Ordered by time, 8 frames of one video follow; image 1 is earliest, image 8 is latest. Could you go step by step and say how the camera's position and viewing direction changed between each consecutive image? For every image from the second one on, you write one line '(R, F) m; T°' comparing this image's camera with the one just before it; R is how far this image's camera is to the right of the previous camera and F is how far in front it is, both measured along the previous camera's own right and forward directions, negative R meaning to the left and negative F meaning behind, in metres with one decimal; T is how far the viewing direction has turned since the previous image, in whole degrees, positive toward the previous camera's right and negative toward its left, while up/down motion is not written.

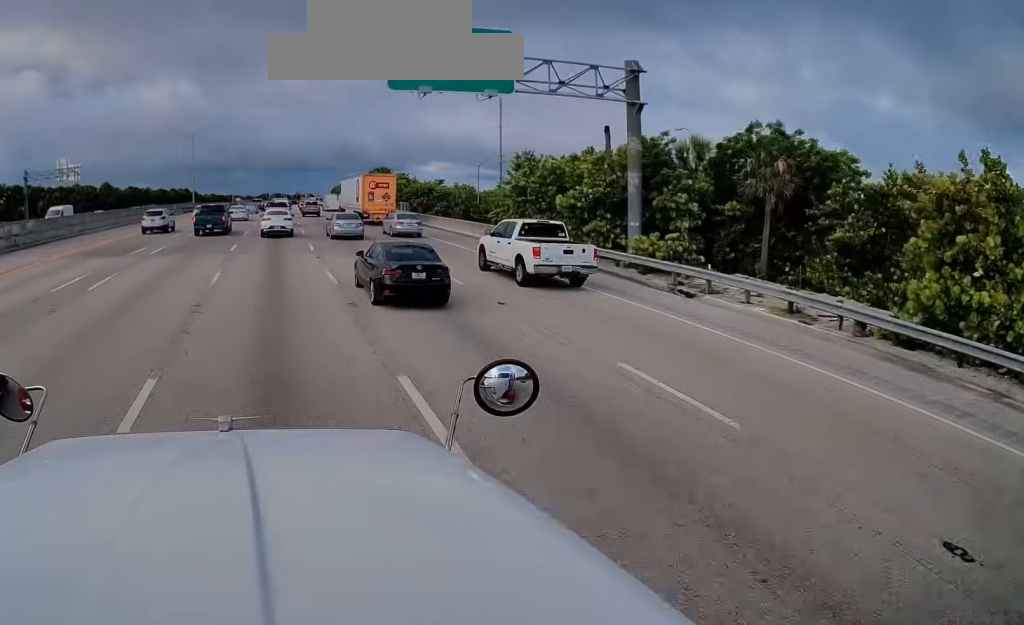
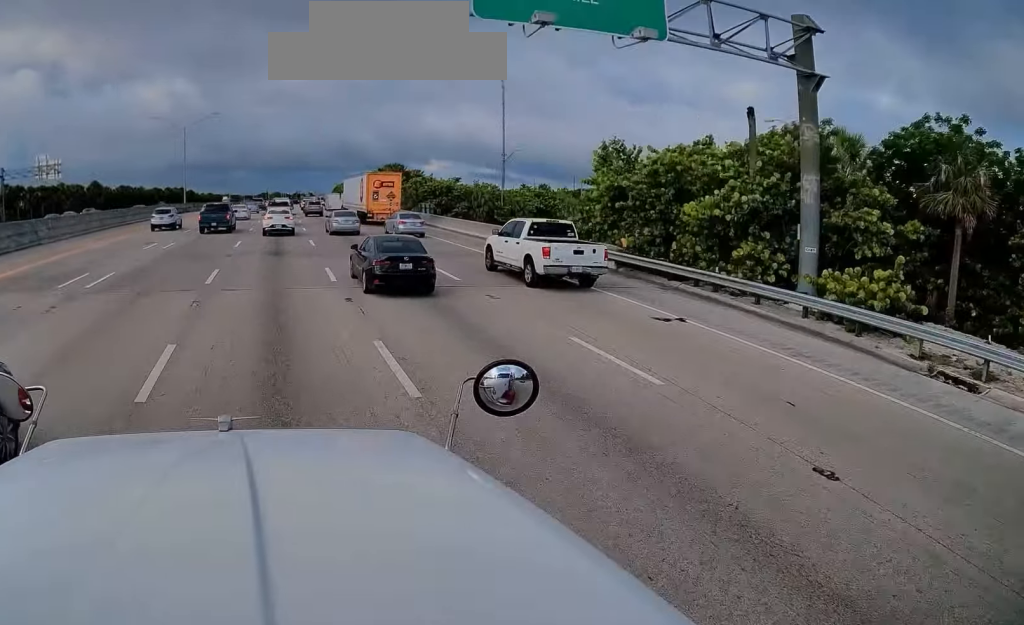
(0.0, +10.2) m; +1°
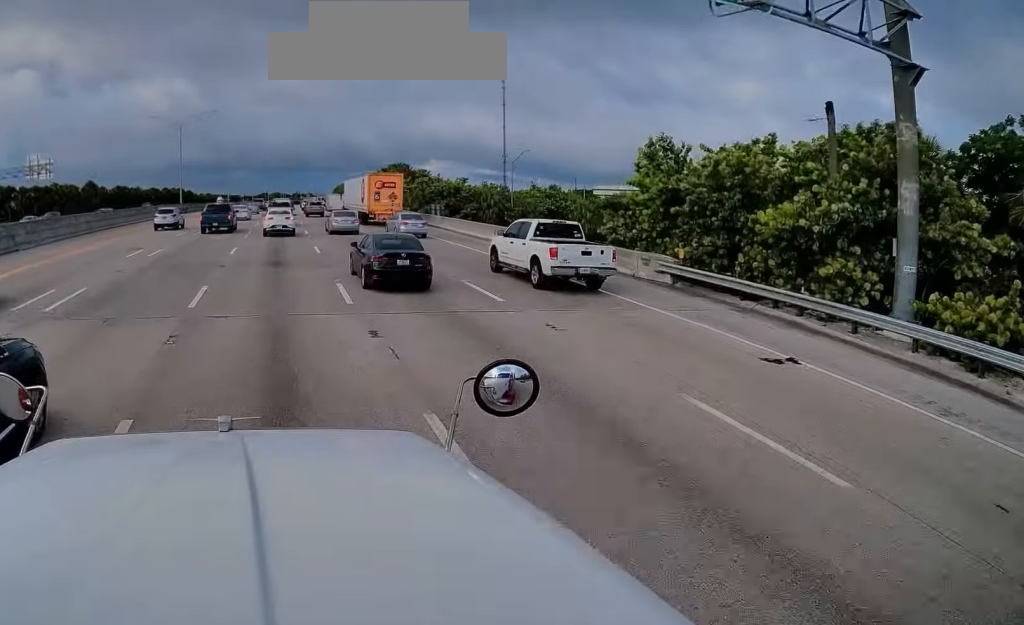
(+0.1, +3.7) m; +1°
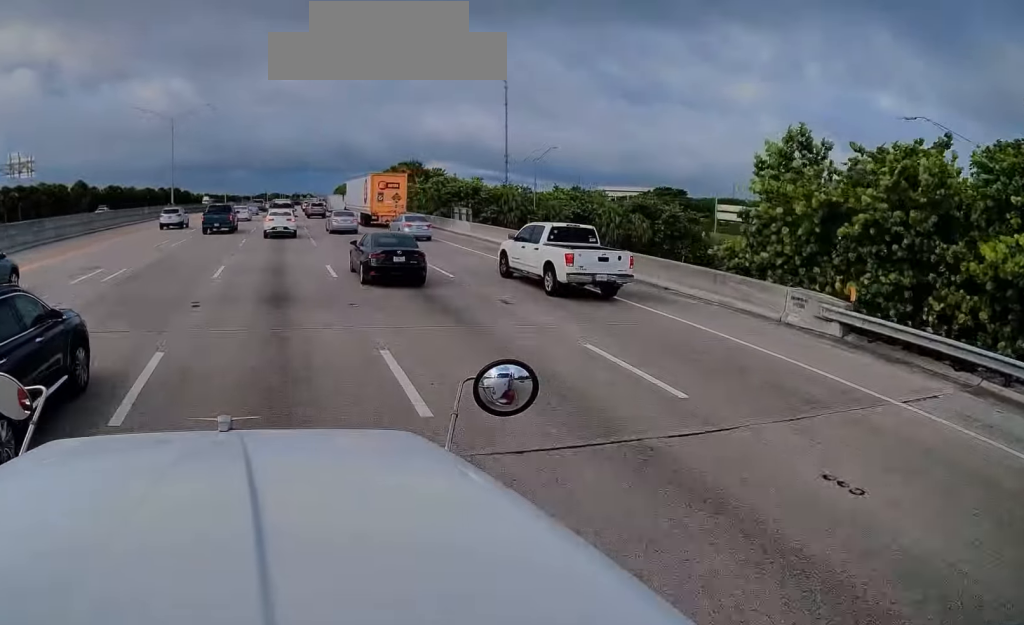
(0.0, +7.1) m; 0°
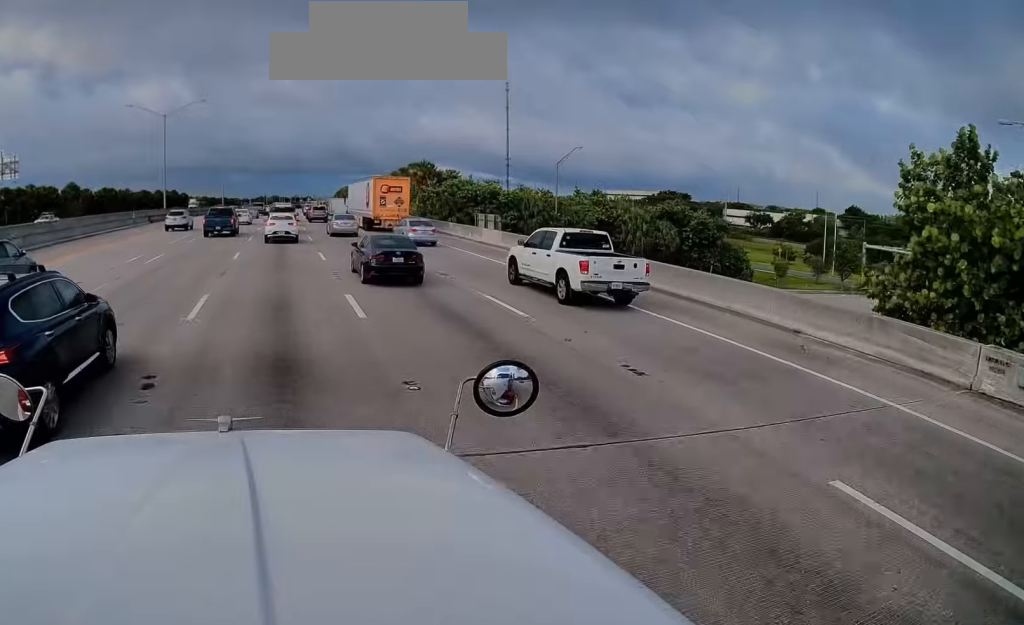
(0.0, +6.0) m; 0°
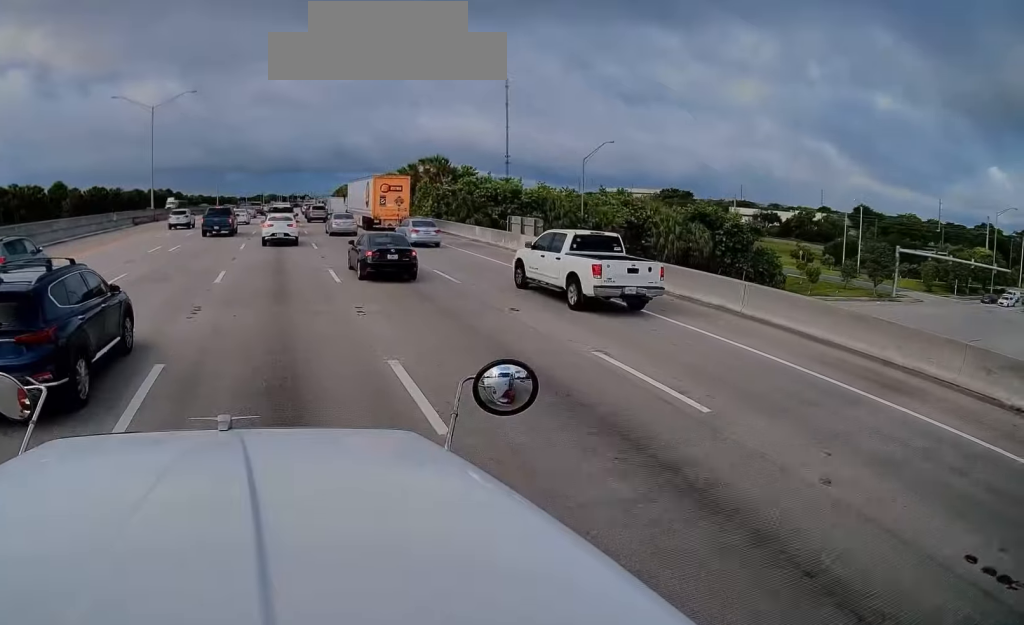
(0.0, +6.8) m; 0°
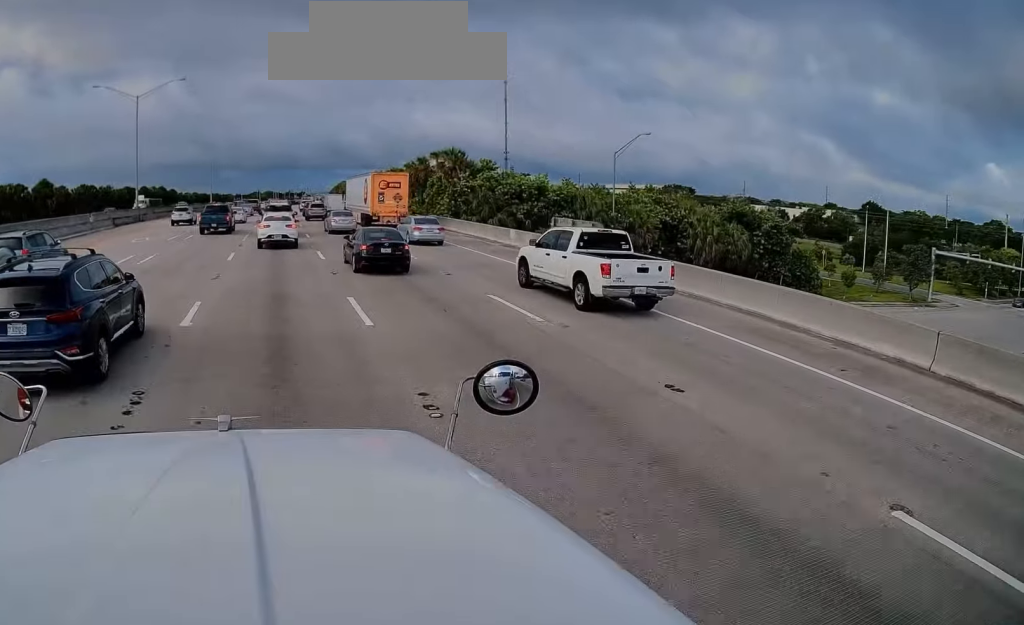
(0.0, +7.0) m; 0°
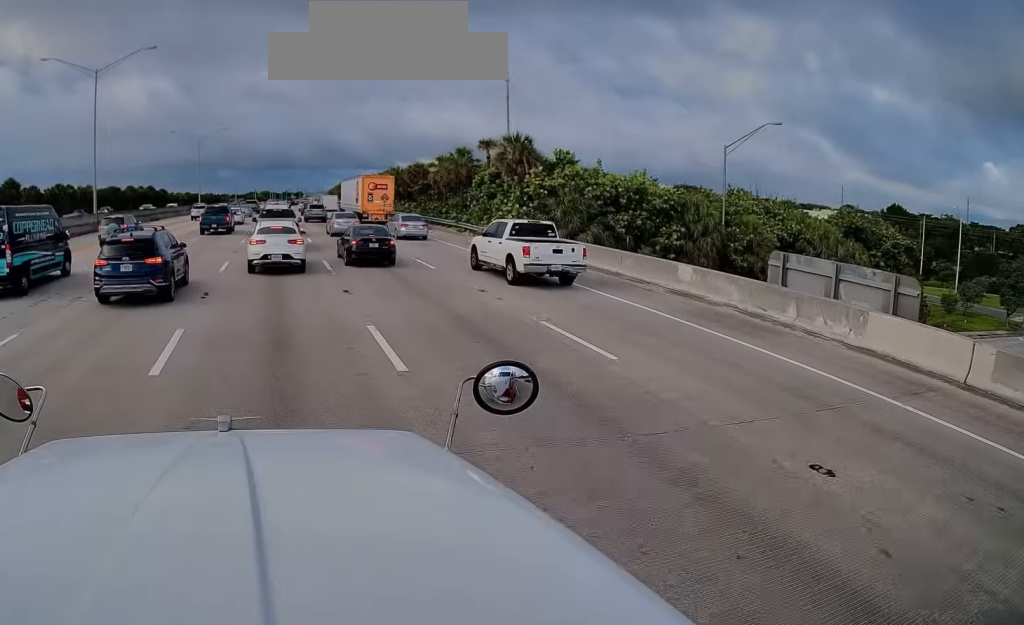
(-0.6, +18.8) m; -4°
